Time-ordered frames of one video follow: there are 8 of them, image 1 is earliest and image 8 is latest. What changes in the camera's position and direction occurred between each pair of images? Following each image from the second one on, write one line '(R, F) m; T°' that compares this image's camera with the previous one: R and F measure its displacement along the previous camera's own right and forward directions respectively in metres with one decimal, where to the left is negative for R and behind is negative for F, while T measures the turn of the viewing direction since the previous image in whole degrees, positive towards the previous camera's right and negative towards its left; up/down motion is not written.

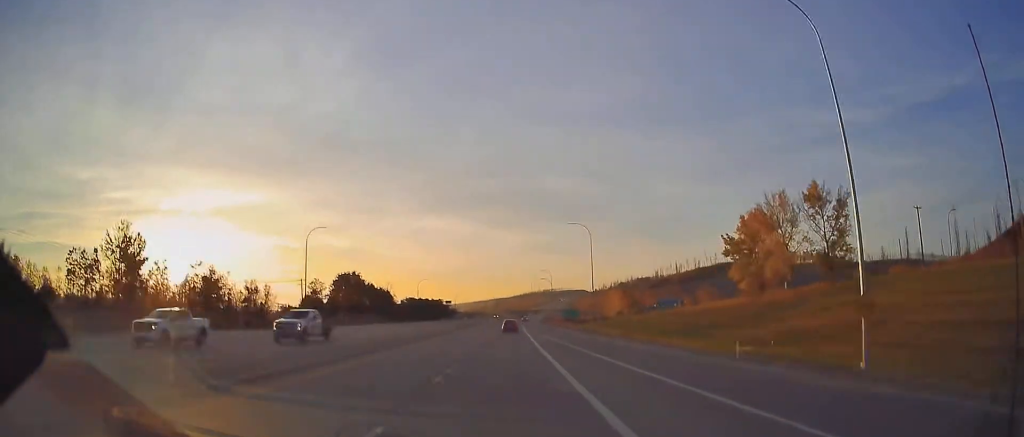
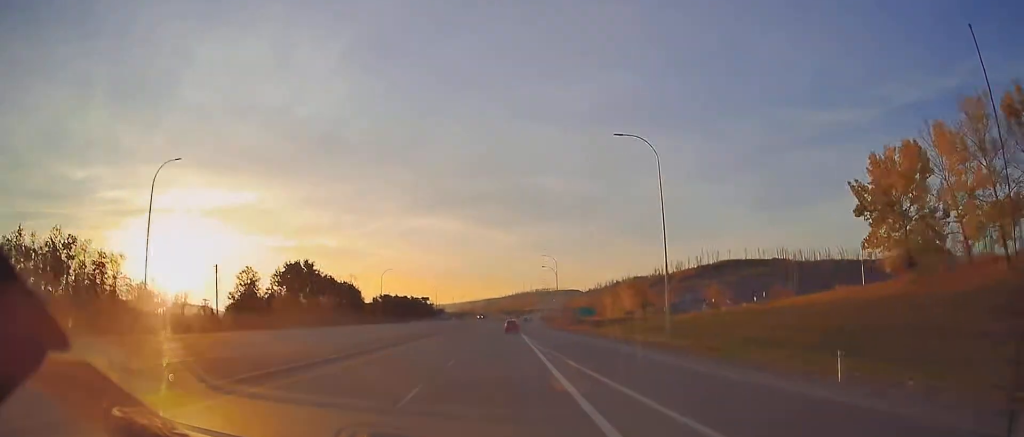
(+0.5, +39.7) m; +1°
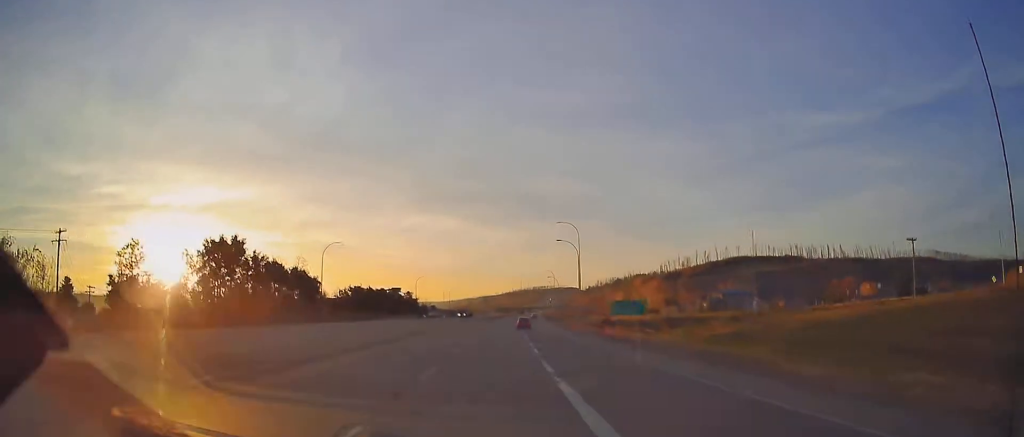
(+0.1, +42.2) m; +1°
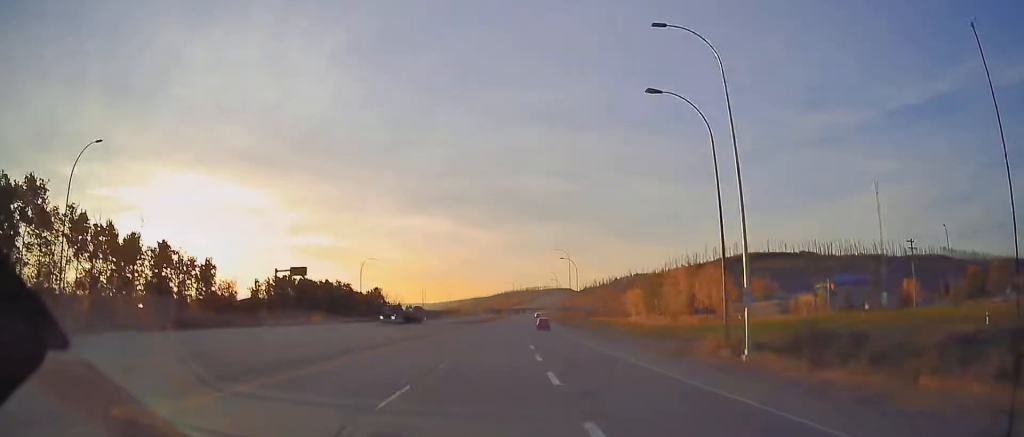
(+0.4, +56.9) m; +1°
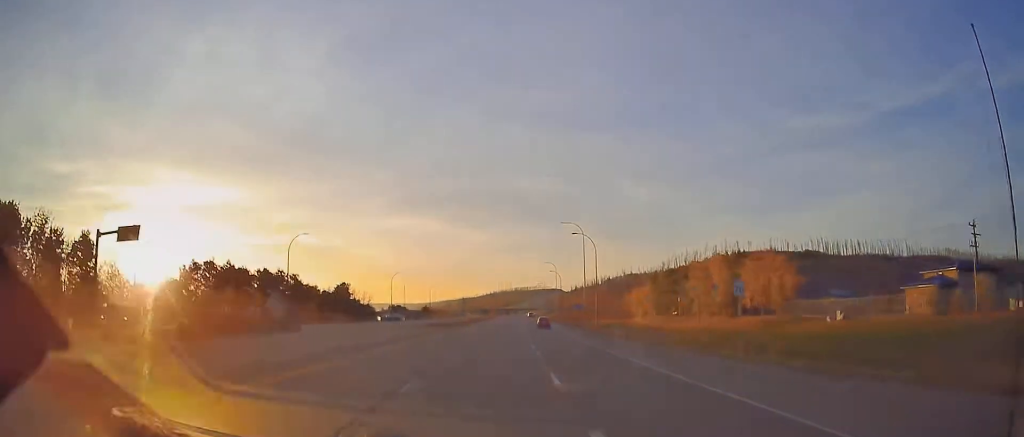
(+0.3, +34.6) m; +1°
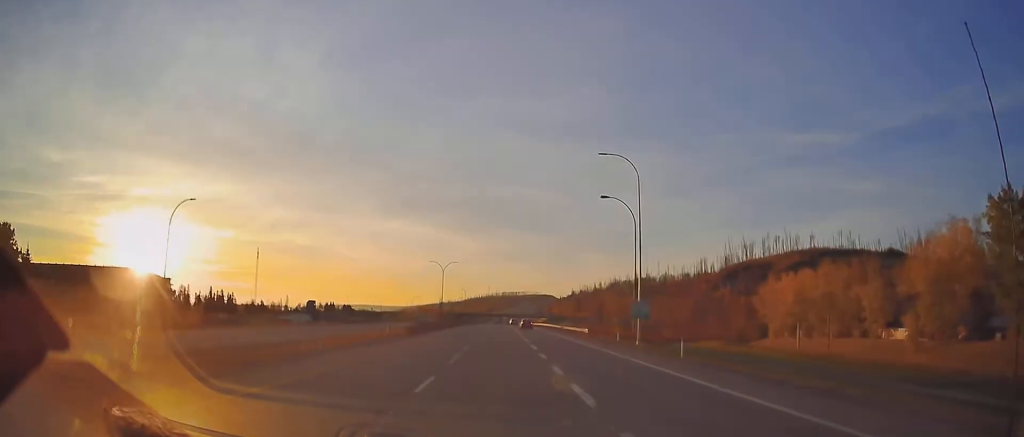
(+2.4, +169.6) m; +1°
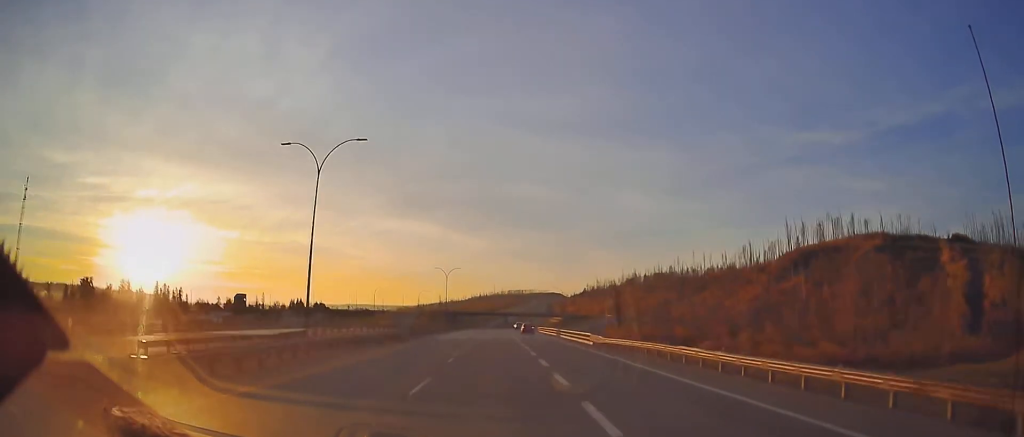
(-0.1, +80.6) m; -1°
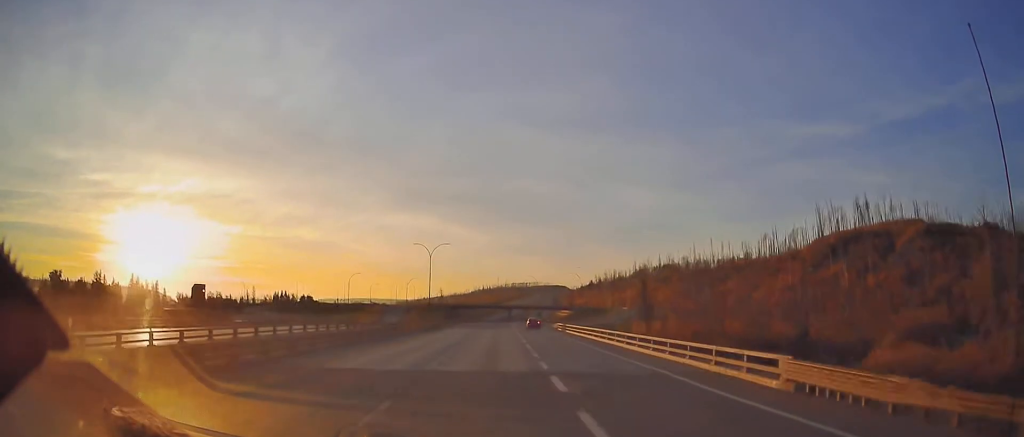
(-0.4, +31.7) m; 0°
